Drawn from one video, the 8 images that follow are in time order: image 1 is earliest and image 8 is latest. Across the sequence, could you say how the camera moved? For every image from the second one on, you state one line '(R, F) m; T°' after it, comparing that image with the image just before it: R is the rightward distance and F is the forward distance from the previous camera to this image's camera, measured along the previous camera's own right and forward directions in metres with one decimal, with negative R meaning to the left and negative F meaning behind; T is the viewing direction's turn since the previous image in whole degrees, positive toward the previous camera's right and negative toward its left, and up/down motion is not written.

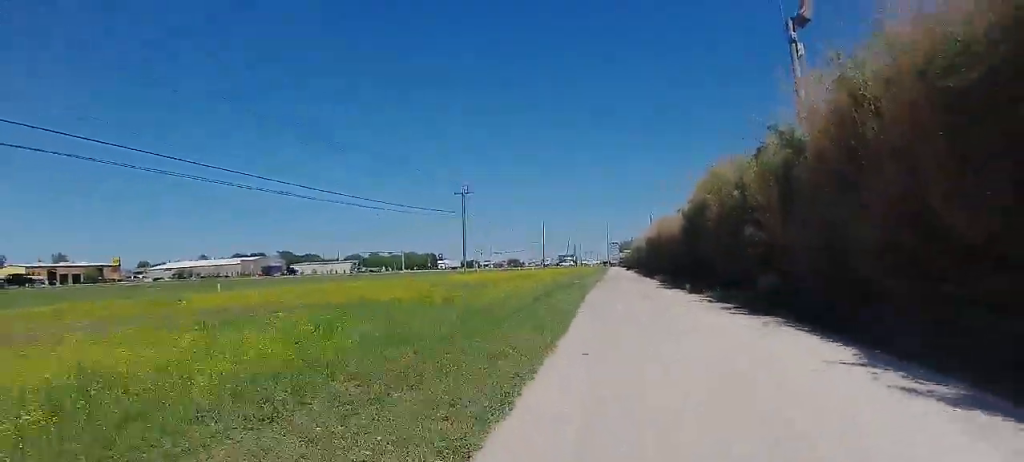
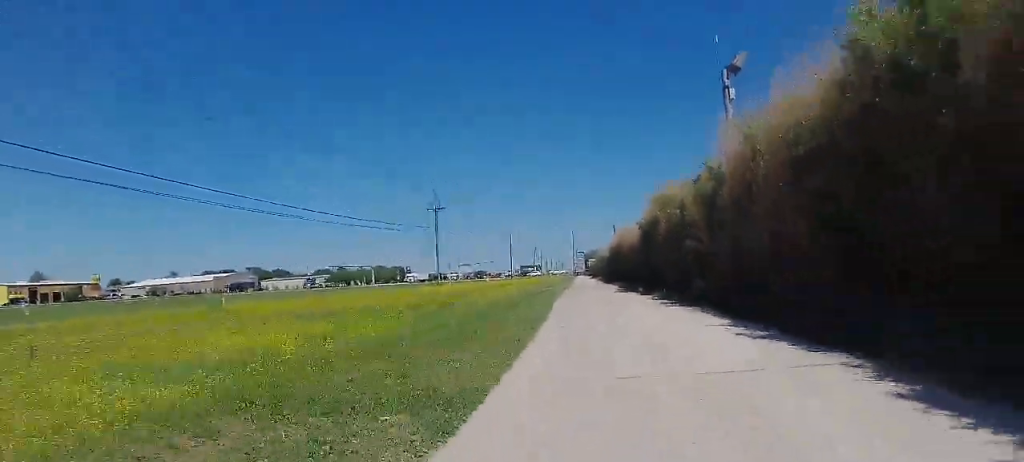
(0.0, +3.4) m; 0°
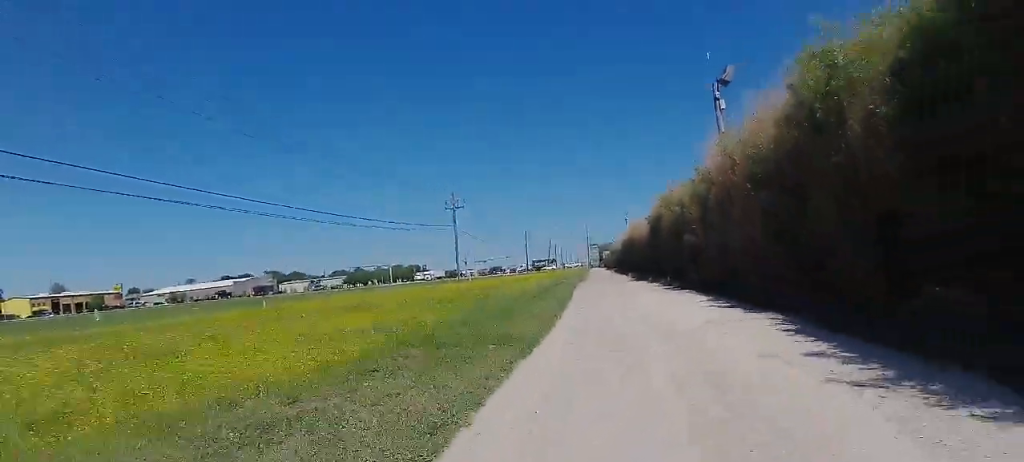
(0.0, +2.6) m; 0°
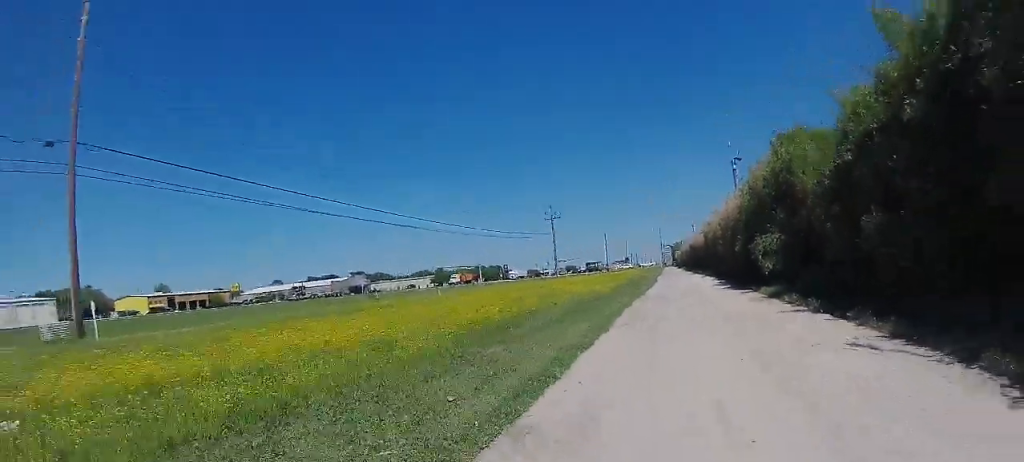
(+1.0, +16.0) m; -1°
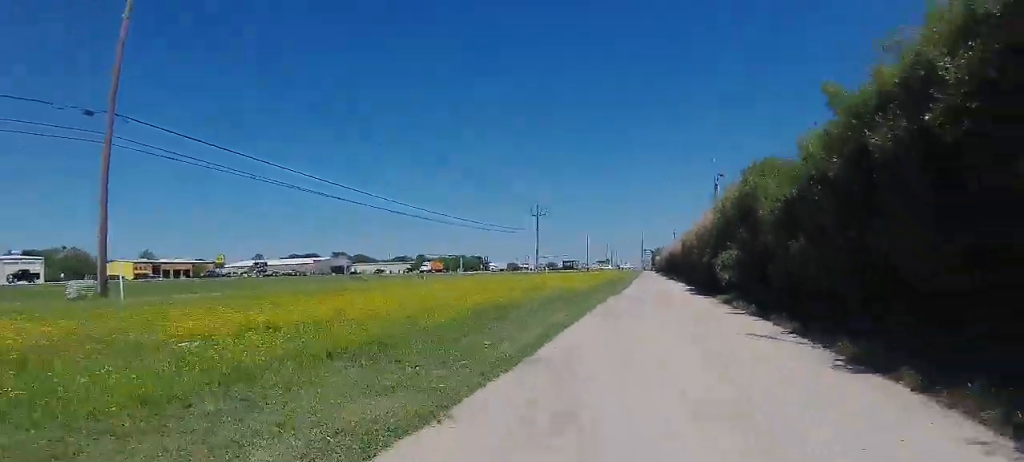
(-0.1, +2.2) m; -2°
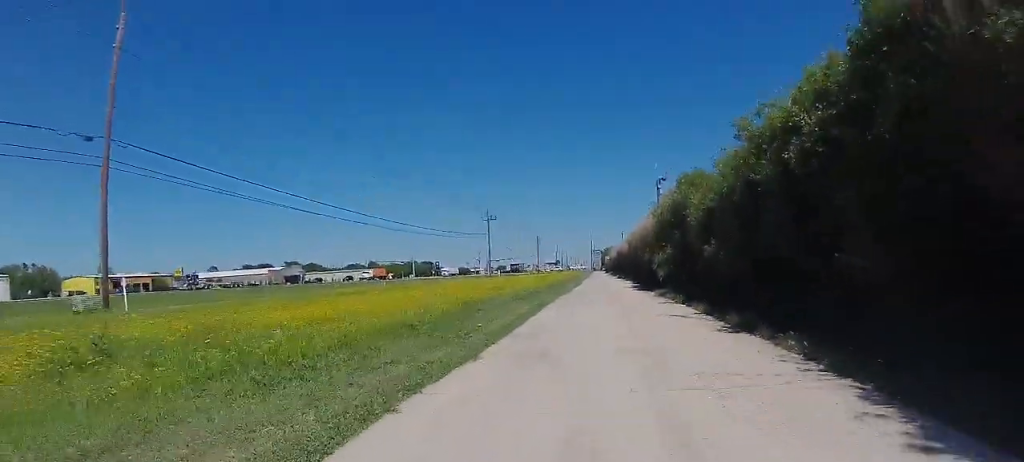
(-0.3, +2.5) m; -2°
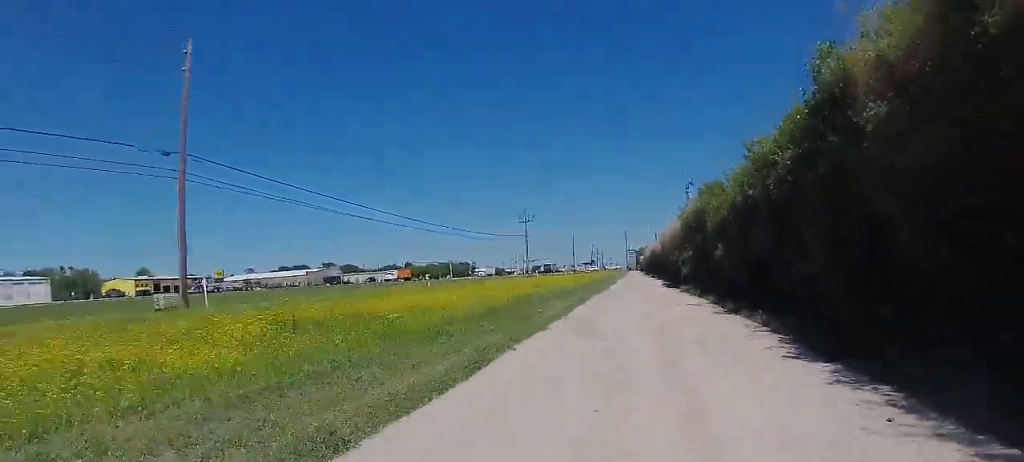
(0.0, +2.8) m; -1°
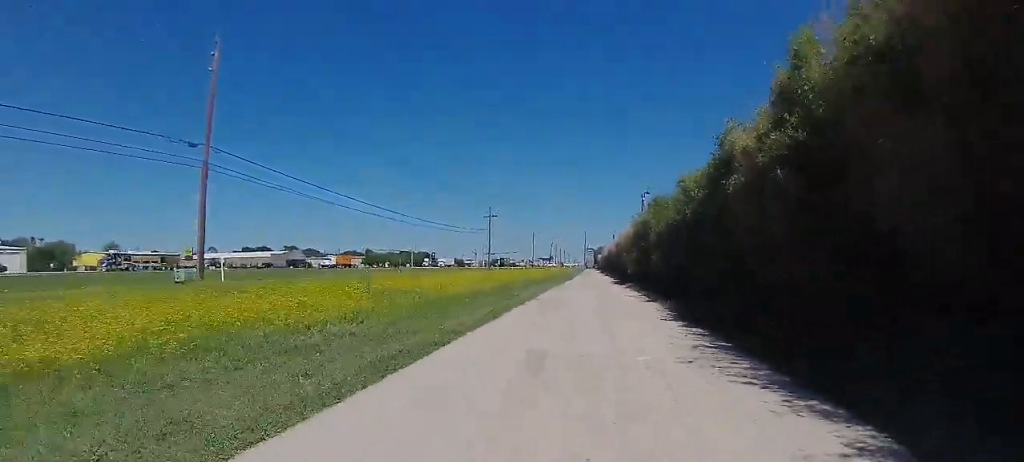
(+0.2, +4.2) m; 0°
